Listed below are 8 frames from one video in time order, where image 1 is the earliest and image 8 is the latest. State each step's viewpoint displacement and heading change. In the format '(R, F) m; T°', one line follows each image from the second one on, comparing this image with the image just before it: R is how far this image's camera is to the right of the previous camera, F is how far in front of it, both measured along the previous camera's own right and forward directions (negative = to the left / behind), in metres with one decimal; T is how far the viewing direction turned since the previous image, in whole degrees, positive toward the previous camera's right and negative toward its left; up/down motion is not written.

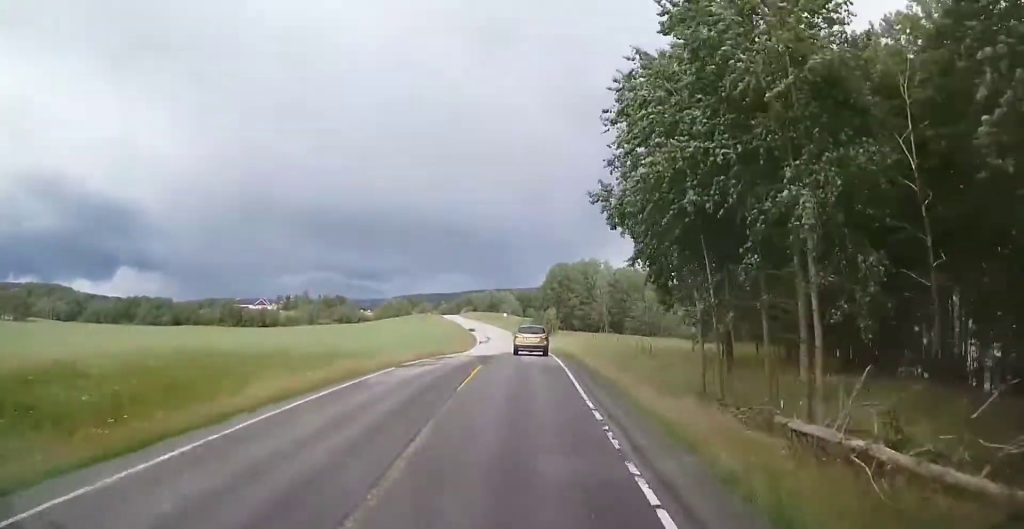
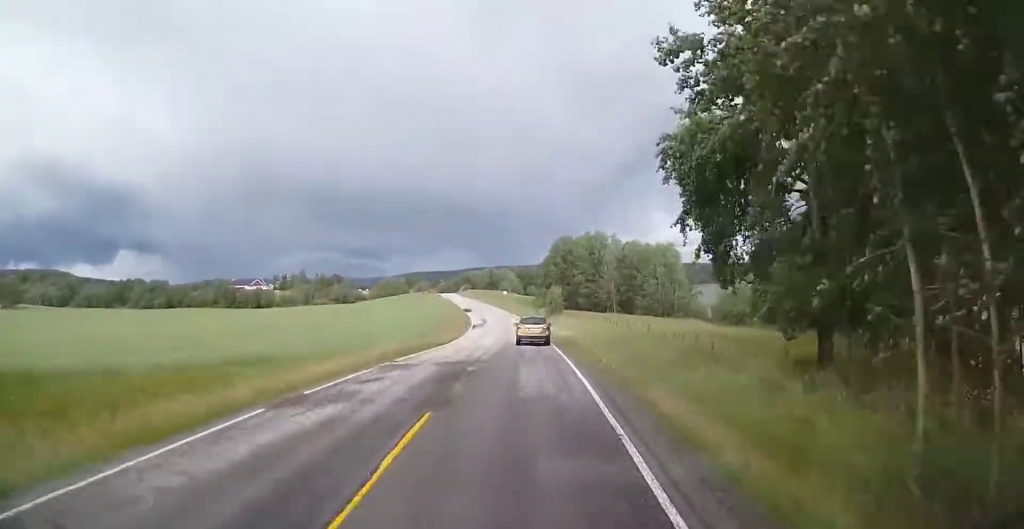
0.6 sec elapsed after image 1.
(+0.1, +10.8) m; -1°
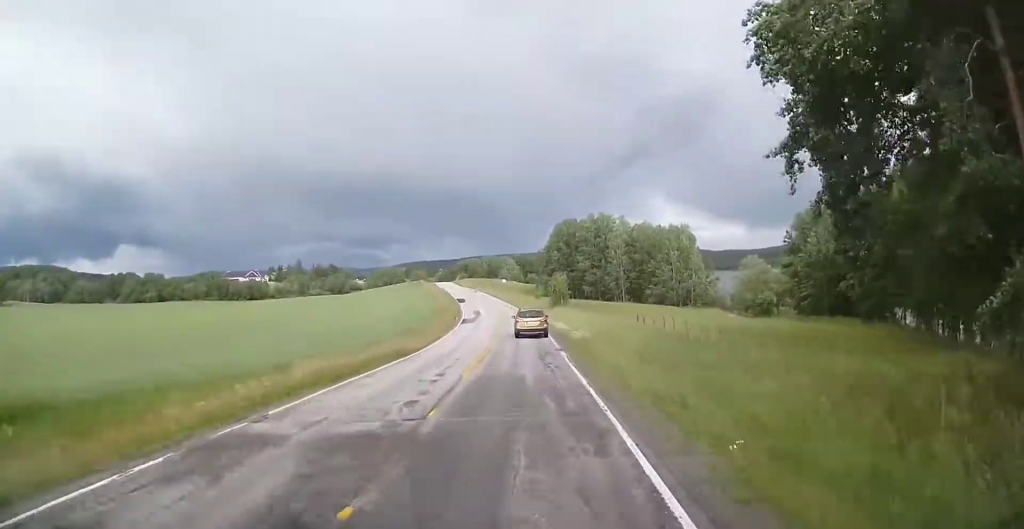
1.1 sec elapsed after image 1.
(0.0, +10.8) m; -1°
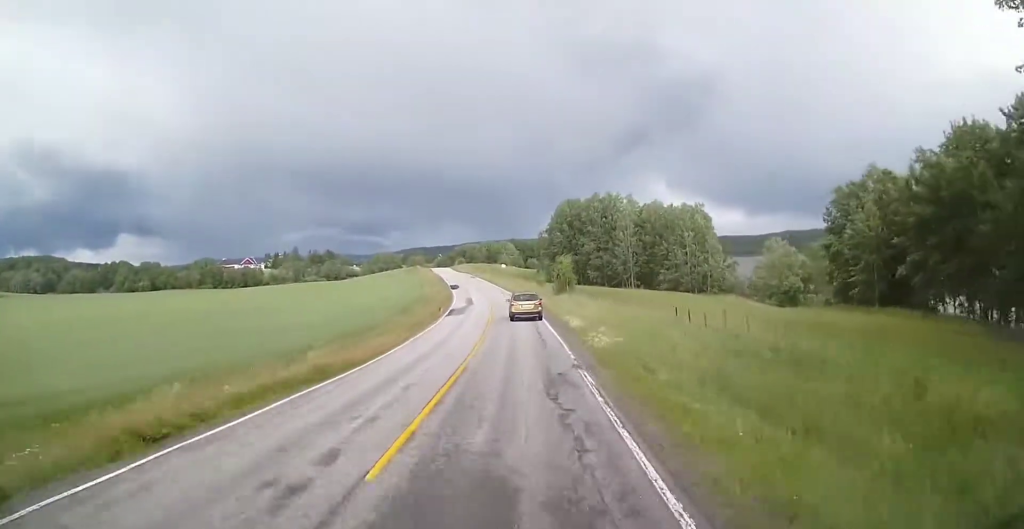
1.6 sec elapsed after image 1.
(-0.1, +8.9) m; -1°
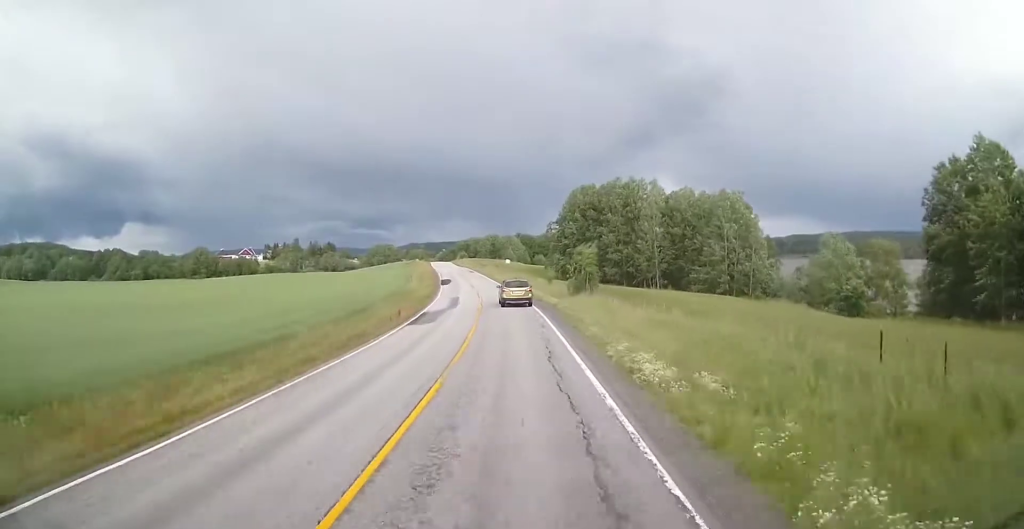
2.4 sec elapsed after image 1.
(-0.3, +14.8) m; -1°
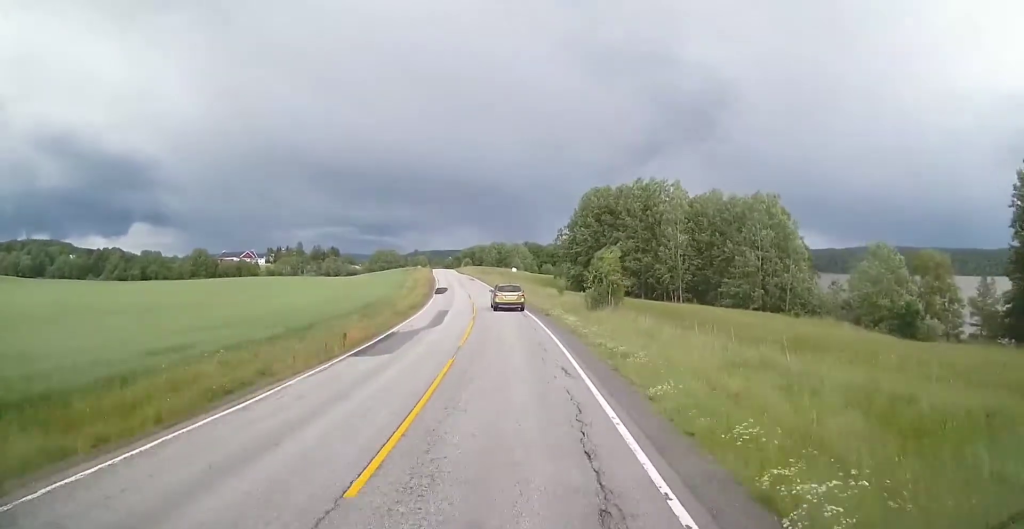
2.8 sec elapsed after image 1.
(-0.1, +9.1) m; -1°
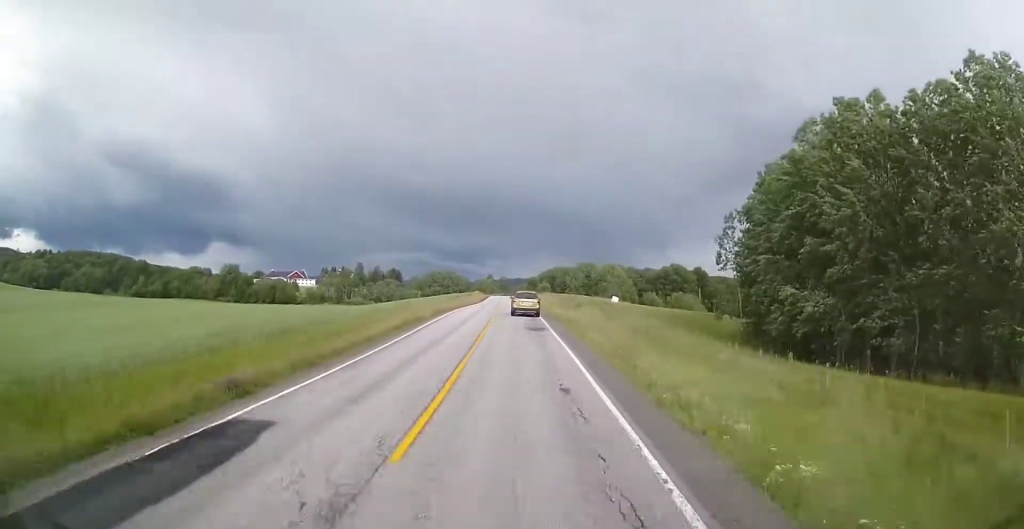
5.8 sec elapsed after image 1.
(-1.8, +59.0) m; -4°
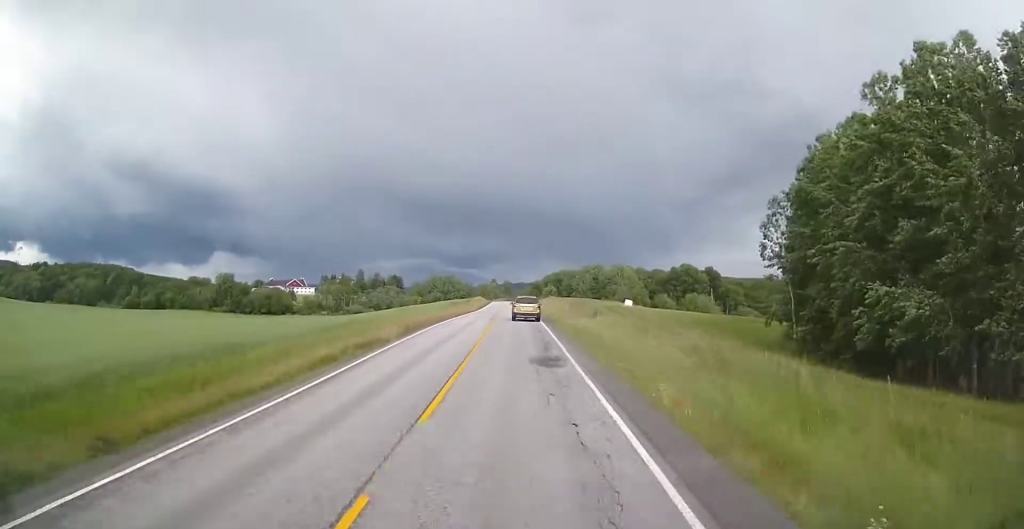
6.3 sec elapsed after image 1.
(+0.1, +10.2) m; 0°
